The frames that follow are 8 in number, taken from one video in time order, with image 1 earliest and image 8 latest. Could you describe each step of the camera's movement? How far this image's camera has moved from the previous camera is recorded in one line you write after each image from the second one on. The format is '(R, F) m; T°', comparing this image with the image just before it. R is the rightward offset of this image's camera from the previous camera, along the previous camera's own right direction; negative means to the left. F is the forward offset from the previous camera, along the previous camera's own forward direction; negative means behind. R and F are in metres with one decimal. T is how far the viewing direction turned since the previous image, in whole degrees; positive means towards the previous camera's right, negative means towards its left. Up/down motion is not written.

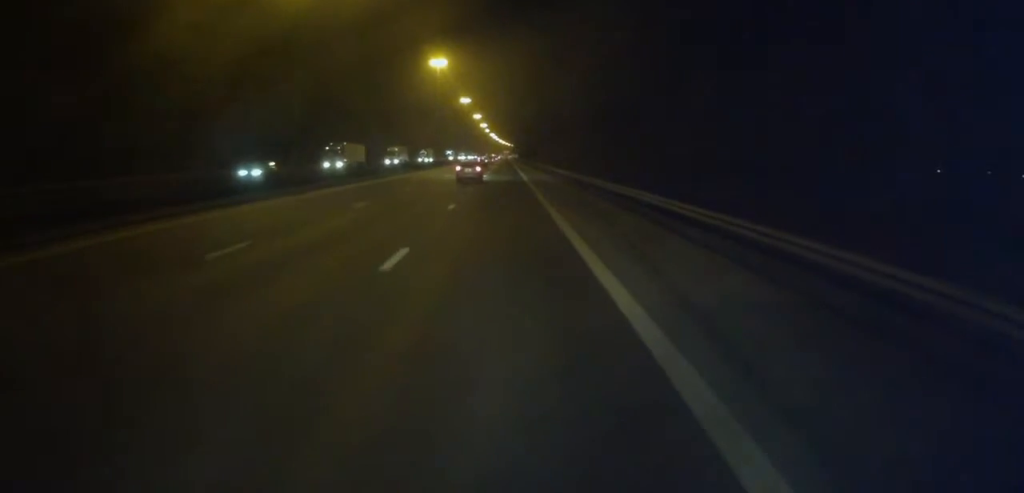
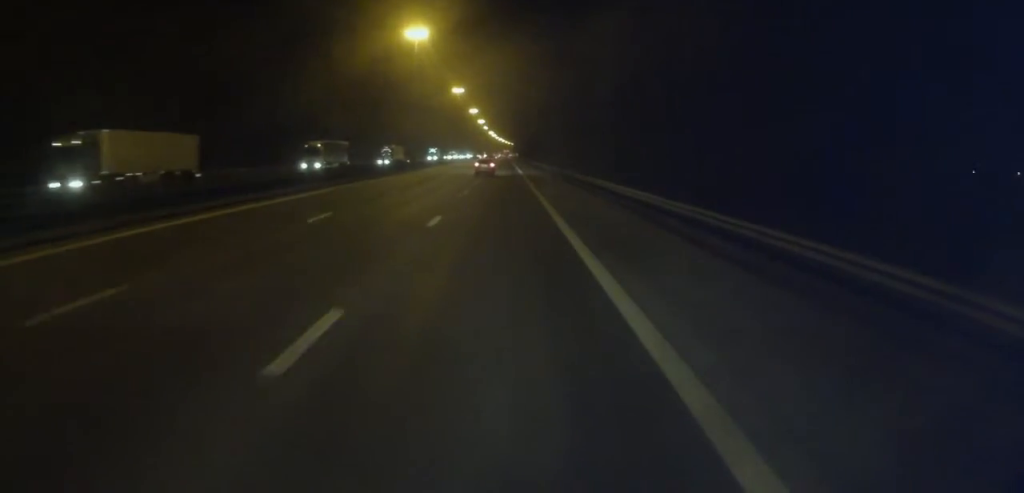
(-0.2, +30.5) m; -1°
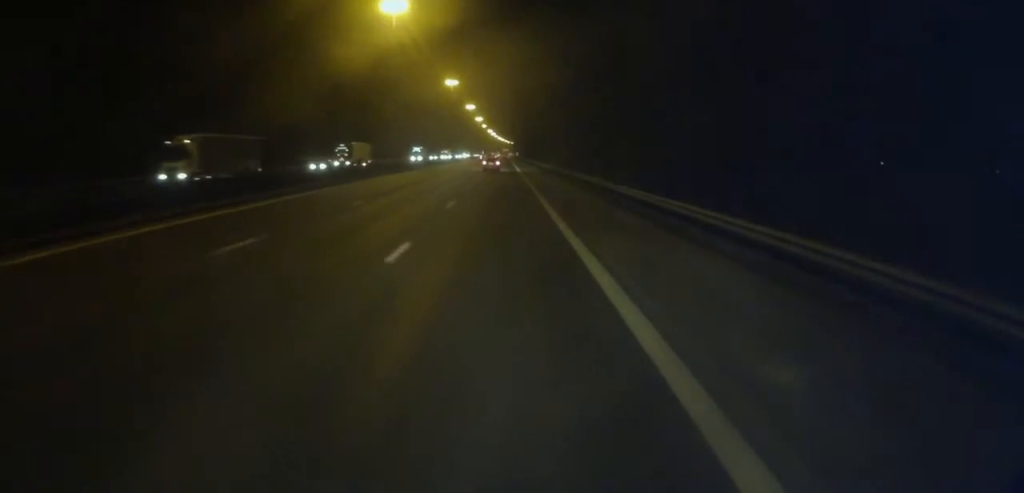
(0.0, +18.8) m; 0°
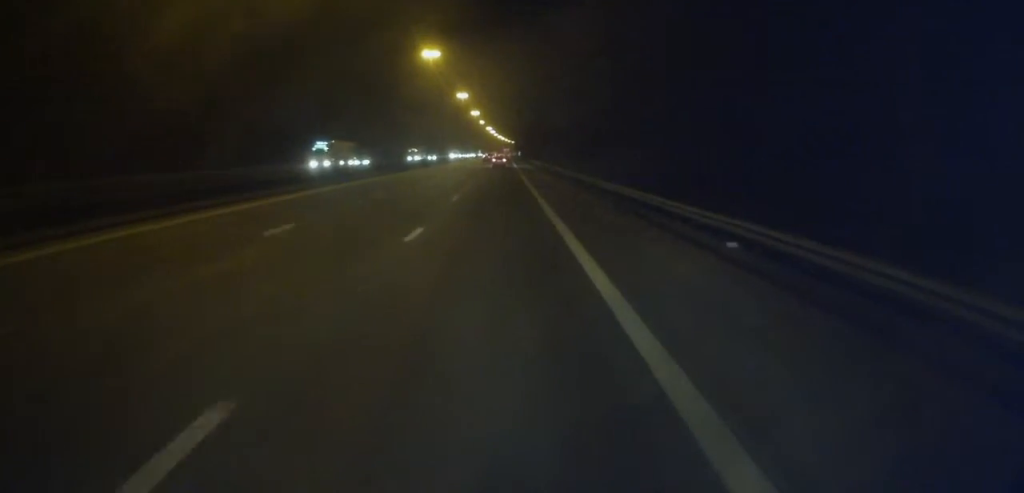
(0.0, +47.2) m; 0°
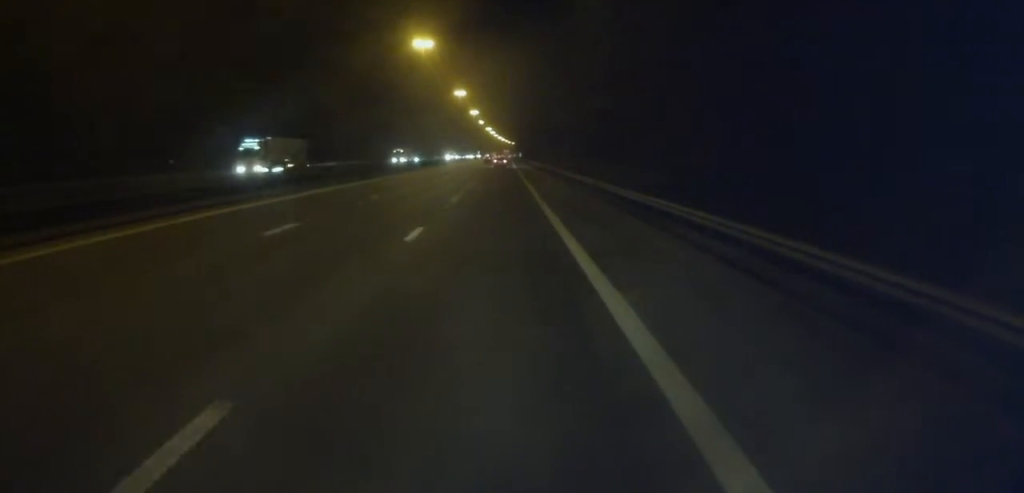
(0.0, +12.6) m; 0°
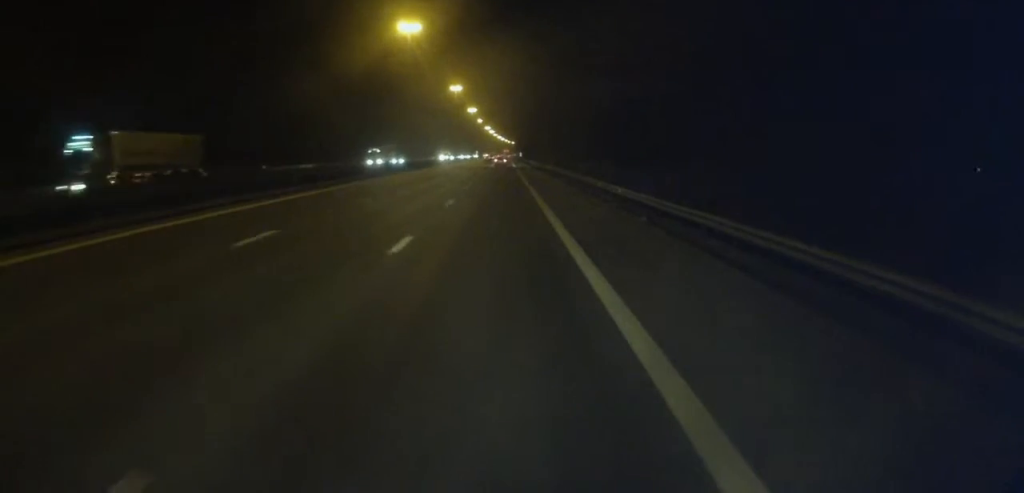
(0.0, +14.2) m; 0°
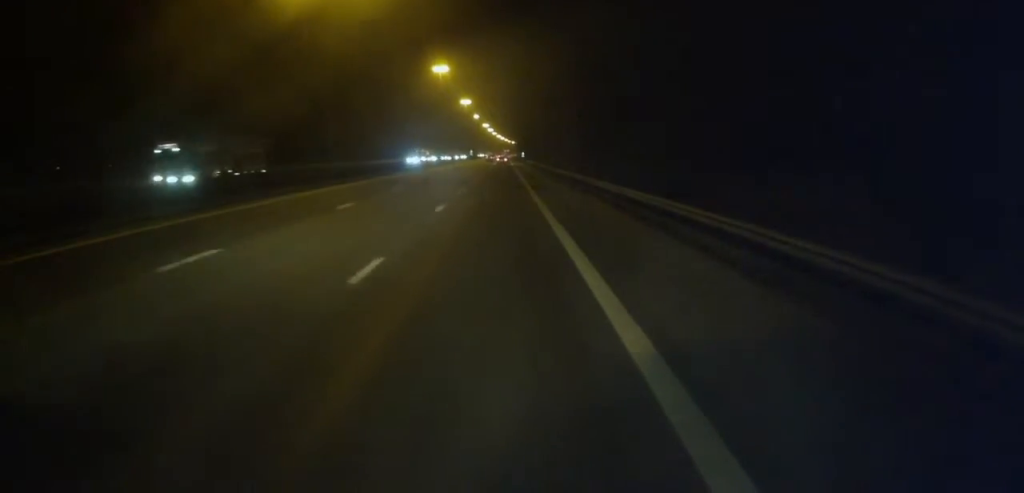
(0.0, +41.0) m; 0°
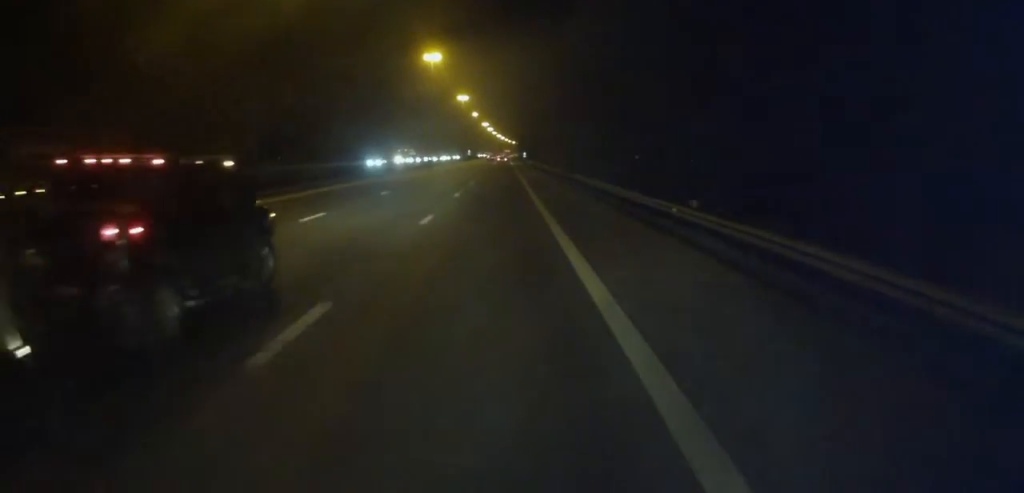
(0.0, +16.5) m; 0°
